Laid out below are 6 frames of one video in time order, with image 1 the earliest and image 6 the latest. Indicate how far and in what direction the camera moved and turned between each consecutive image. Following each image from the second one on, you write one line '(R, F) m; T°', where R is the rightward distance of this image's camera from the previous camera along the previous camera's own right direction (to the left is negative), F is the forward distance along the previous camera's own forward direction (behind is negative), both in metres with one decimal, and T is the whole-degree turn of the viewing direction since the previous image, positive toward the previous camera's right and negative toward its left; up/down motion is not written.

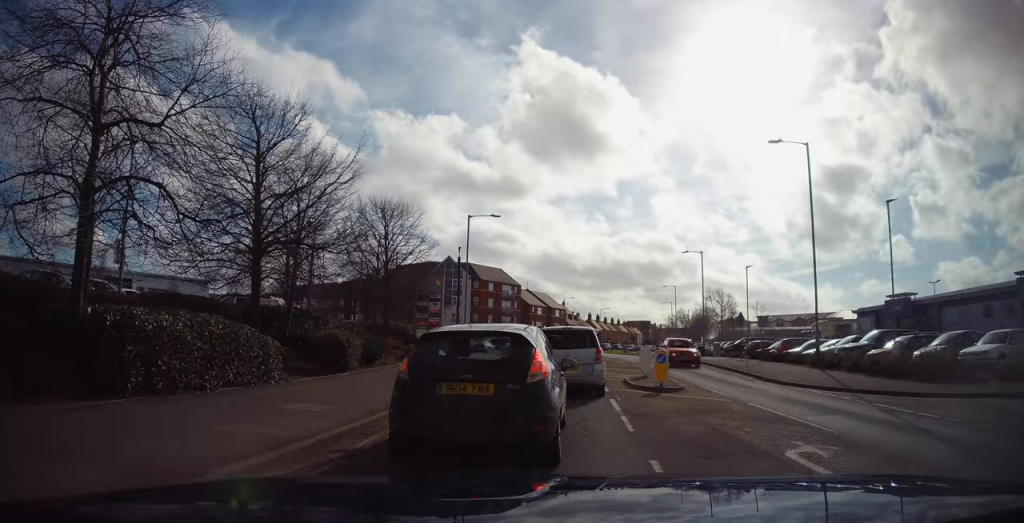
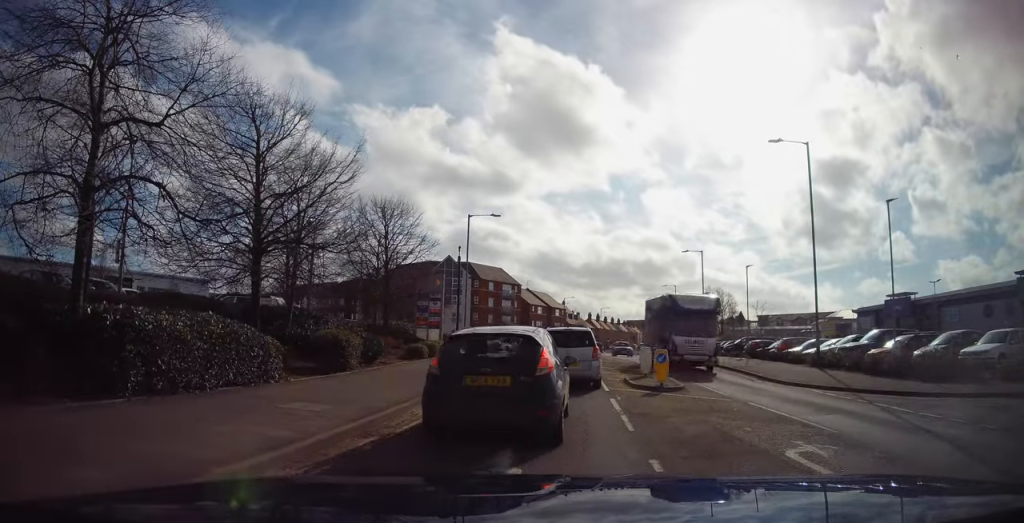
(0.0, +2.8) m; 0°
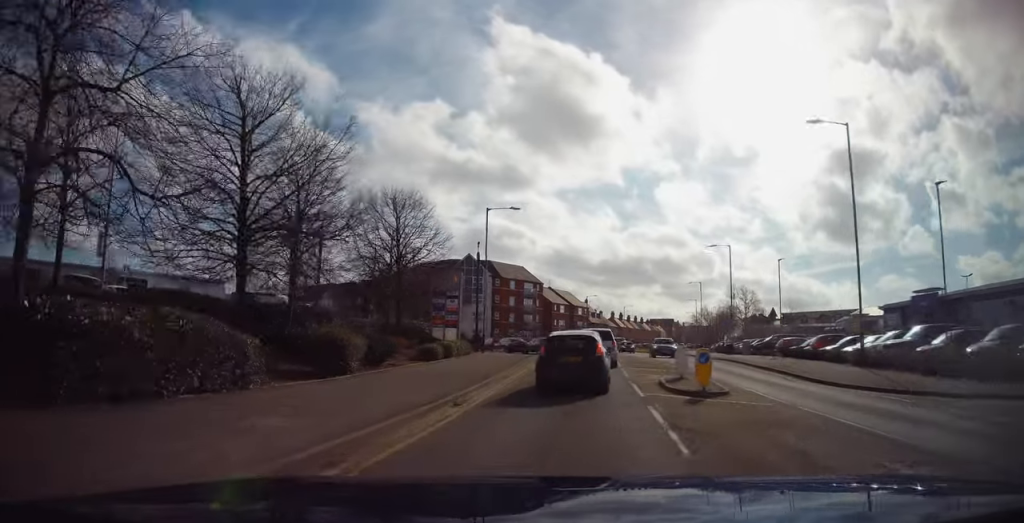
(0.0, +1.6) m; 0°
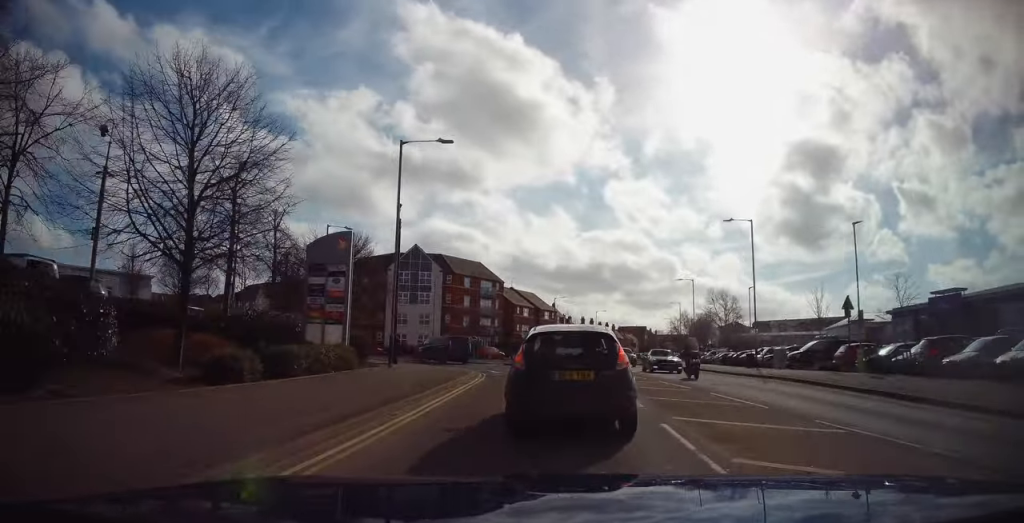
(+0.7, +8.8) m; +7°
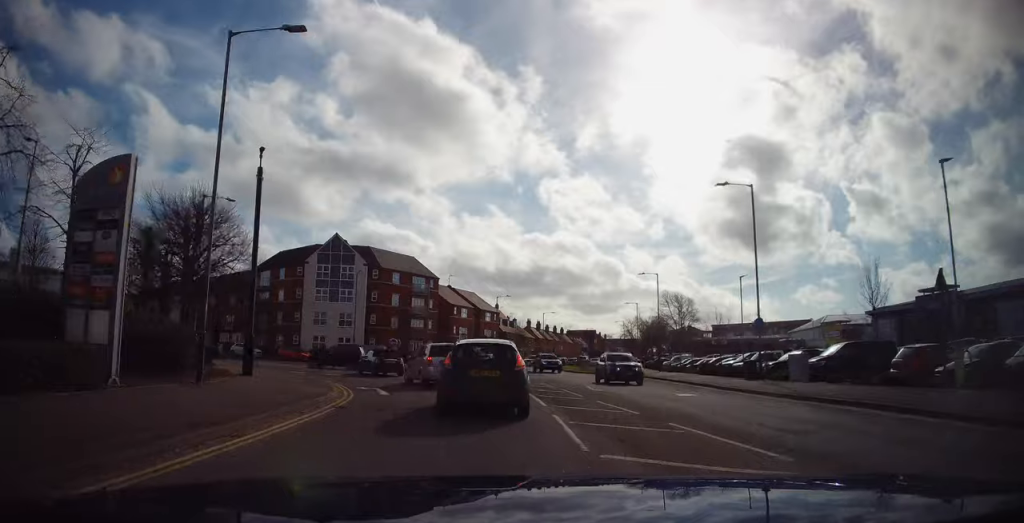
(-0.2, +10.2) m; -6°
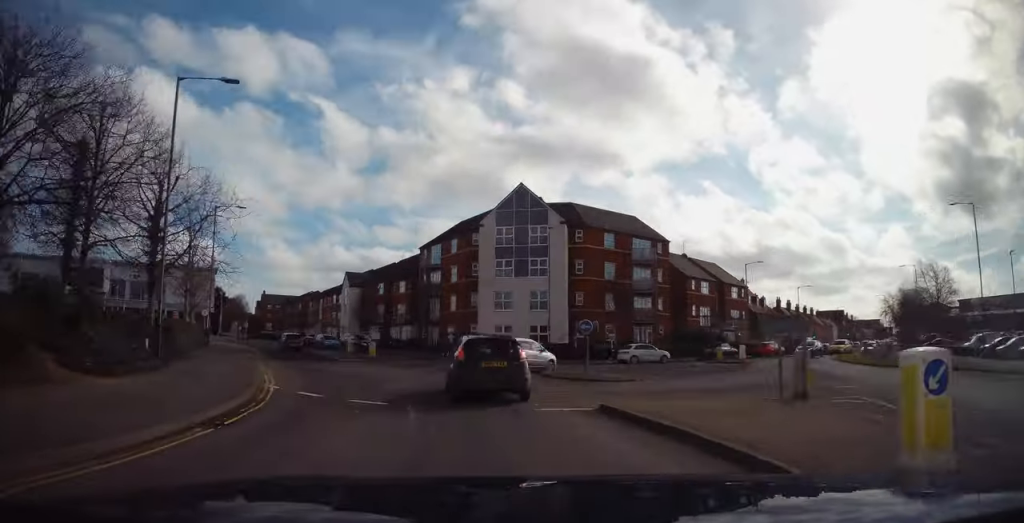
(-4.2, +19.2) m; -23°
